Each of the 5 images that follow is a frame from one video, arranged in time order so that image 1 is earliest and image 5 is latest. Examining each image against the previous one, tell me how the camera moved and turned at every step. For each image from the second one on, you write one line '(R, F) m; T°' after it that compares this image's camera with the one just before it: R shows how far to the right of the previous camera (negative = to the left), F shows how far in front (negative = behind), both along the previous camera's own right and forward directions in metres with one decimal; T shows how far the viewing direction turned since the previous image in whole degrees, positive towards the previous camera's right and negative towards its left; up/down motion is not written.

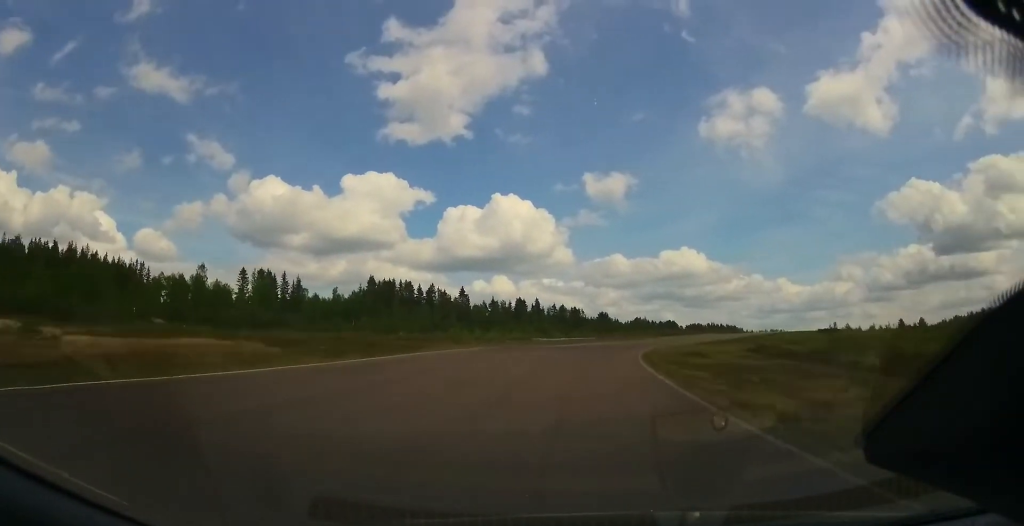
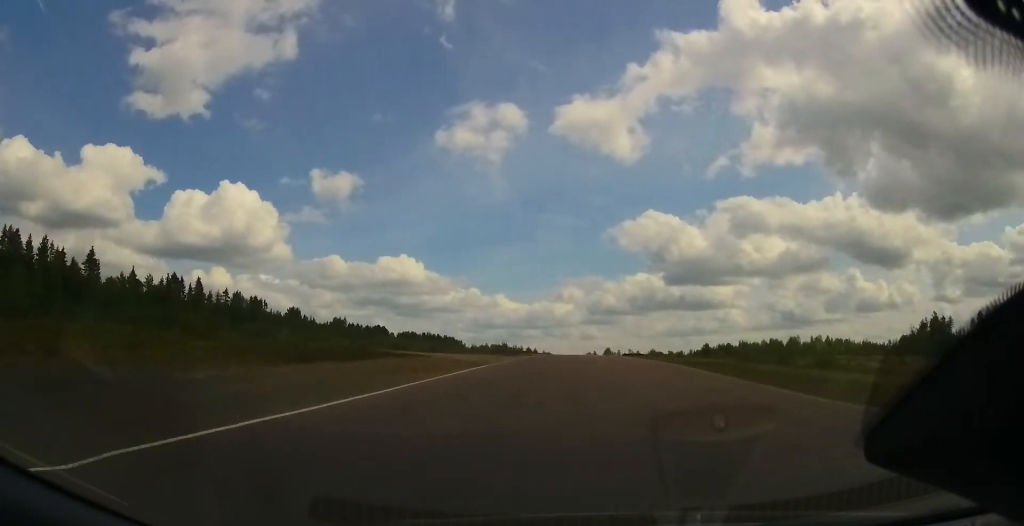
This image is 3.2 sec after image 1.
(+21.1, +78.0) m; +28°
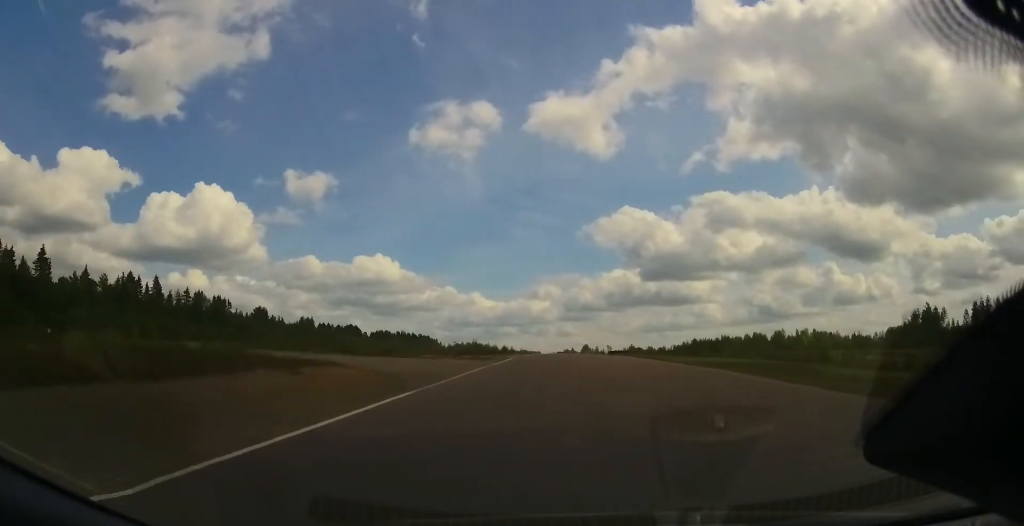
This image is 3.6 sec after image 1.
(+0.1, +12.9) m; +2°
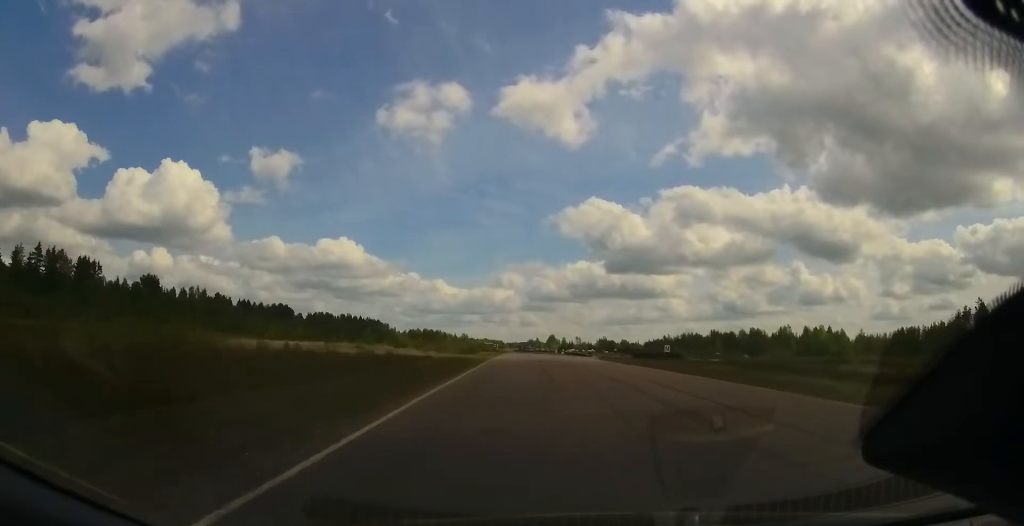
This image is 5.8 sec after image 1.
(+3.1, +68.2) m; +5°
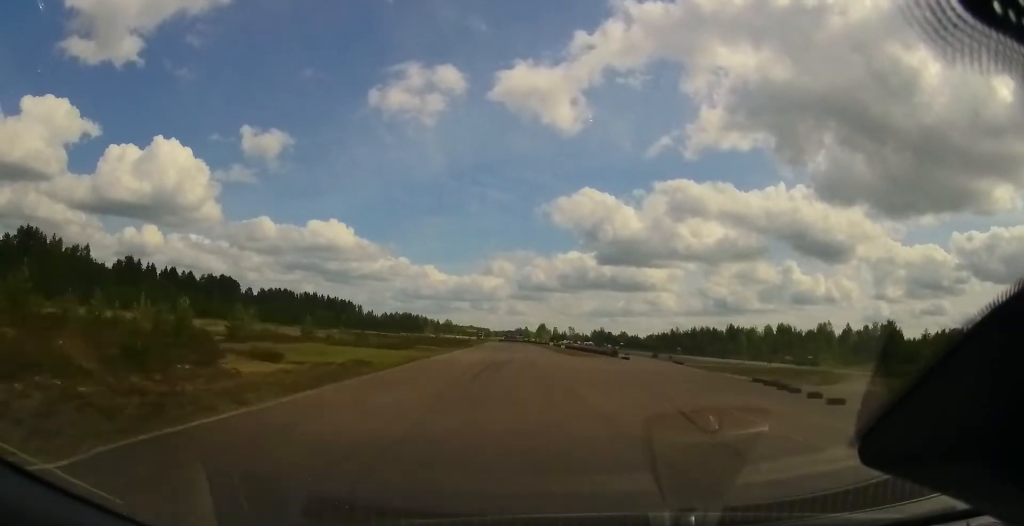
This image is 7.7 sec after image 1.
(+2.8, +65.2) m; +3°
